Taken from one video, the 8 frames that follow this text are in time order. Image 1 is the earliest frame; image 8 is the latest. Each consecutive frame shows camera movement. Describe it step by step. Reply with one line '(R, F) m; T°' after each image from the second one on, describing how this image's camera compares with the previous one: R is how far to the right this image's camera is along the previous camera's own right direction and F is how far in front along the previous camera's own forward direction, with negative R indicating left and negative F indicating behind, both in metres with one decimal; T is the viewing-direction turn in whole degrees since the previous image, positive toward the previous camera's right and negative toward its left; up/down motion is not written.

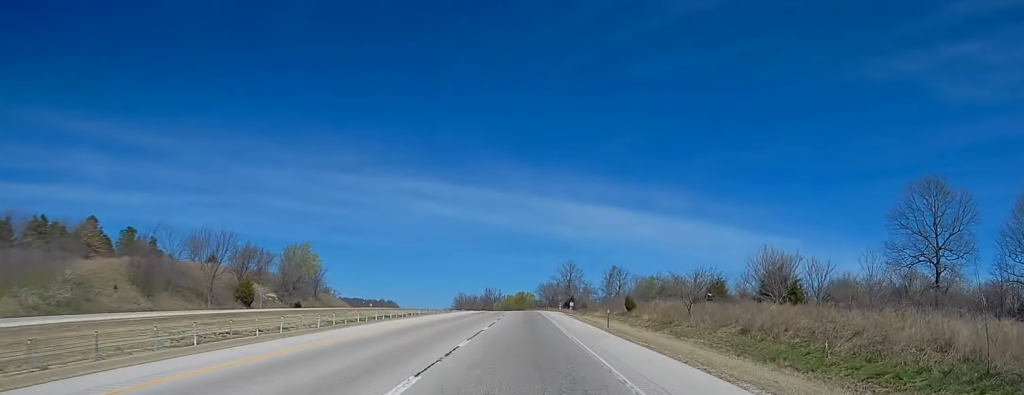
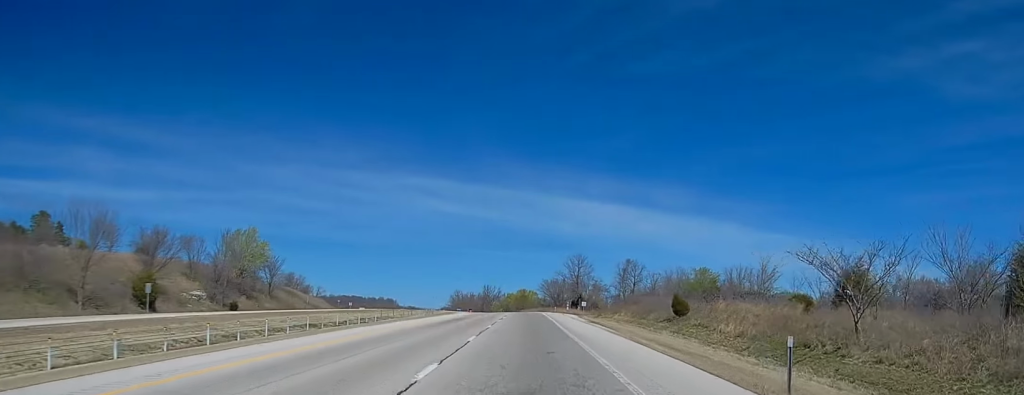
(+0.1, +33.8) m; 0°
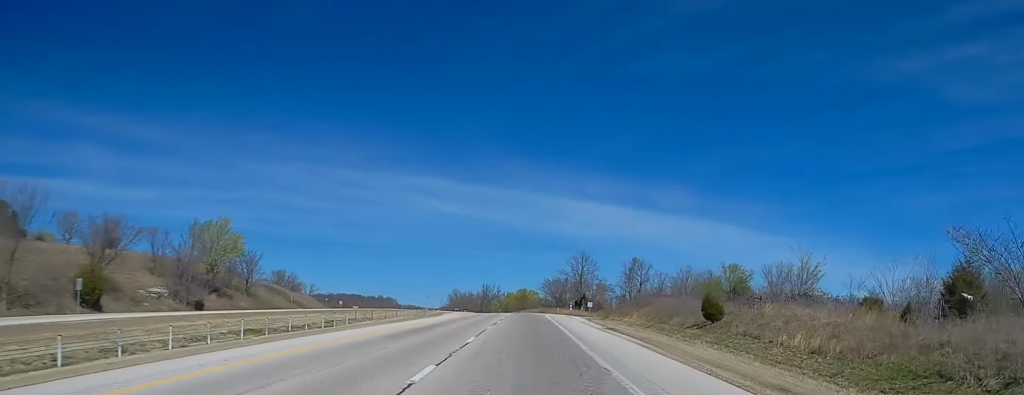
(0.0, +12.7) m; 0°
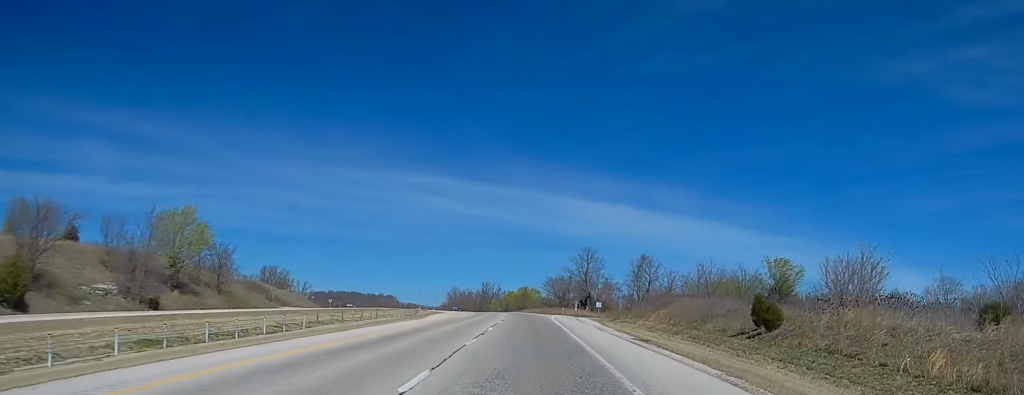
(0.0, +13.6) m; 0°
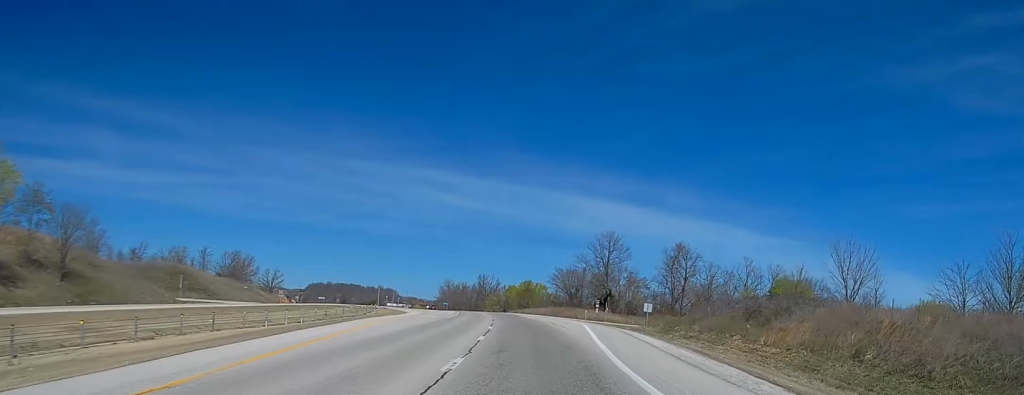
(0.0, +45.2) m; -1°
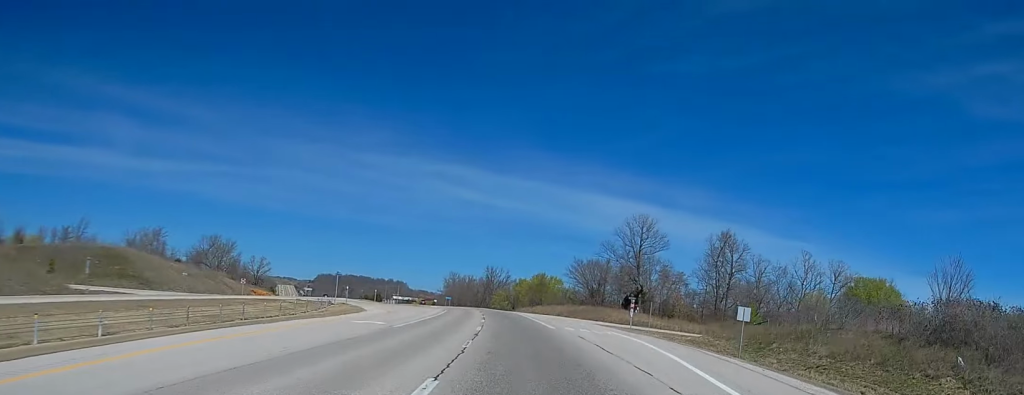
(-0.4, +29.4) m; -2°
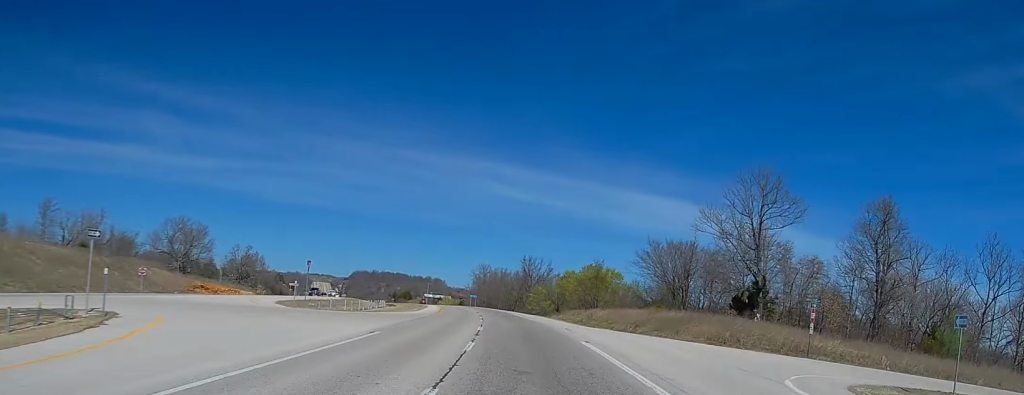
(-0.7, +50.8) m; -1°
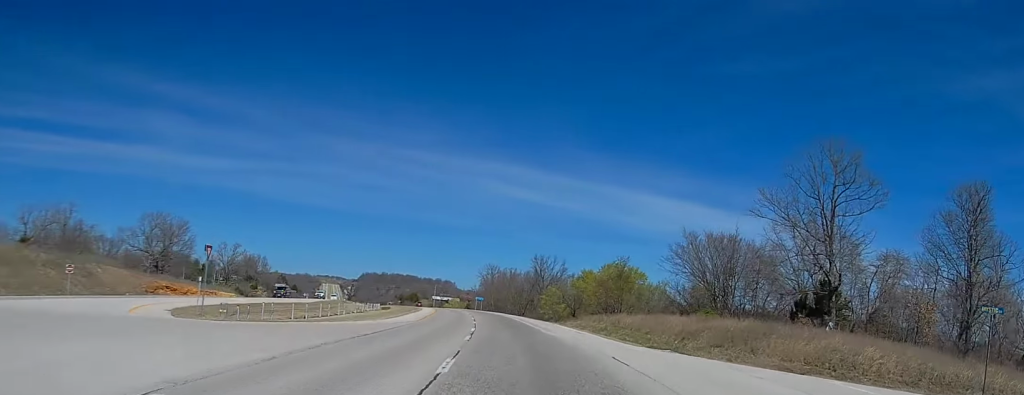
(0.0, +17.9) m; -1°
